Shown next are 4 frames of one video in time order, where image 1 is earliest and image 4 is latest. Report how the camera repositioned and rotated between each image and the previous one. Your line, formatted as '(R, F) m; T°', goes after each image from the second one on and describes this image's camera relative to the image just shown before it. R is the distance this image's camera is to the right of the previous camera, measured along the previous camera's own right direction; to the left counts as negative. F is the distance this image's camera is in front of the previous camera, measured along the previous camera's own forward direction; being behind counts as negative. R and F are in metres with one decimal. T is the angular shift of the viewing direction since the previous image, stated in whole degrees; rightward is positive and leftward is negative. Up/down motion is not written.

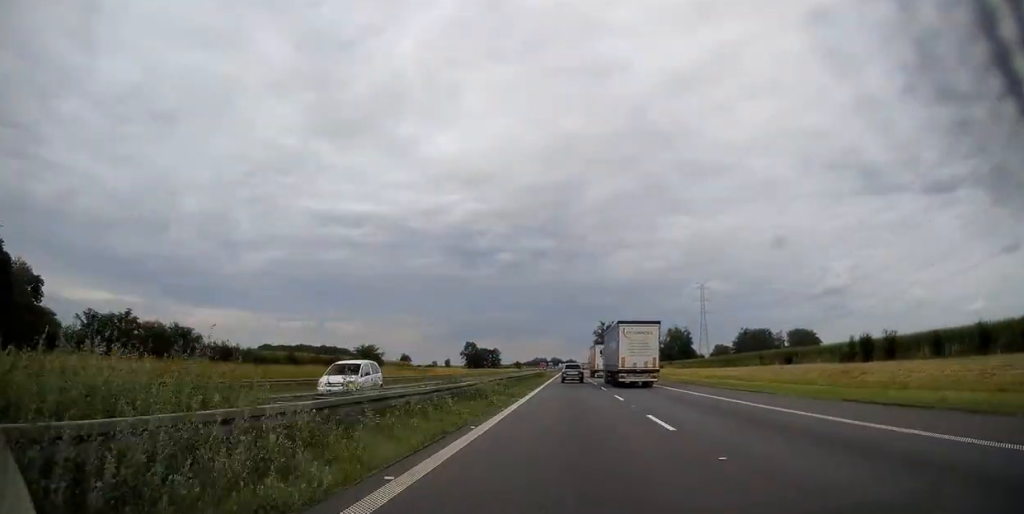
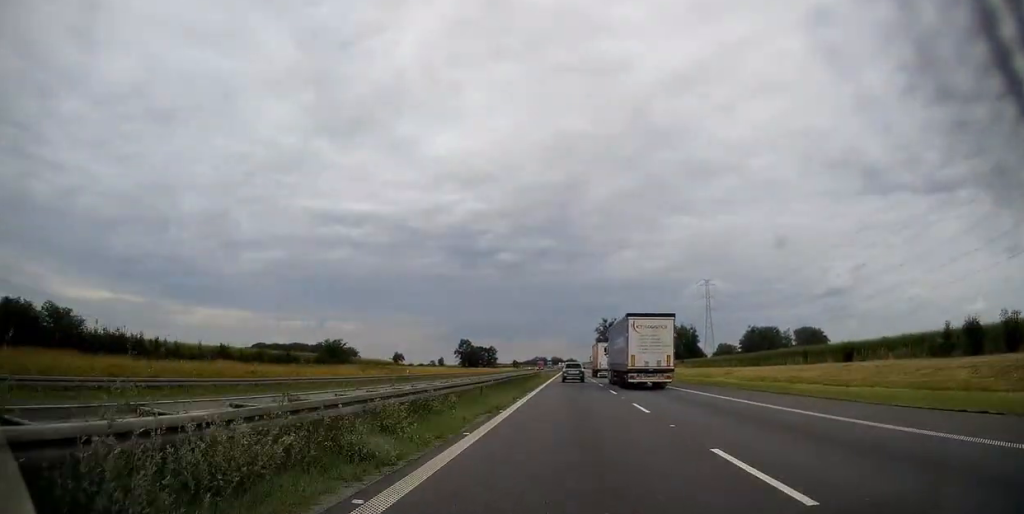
(-0.2, +19.1) m; 0°
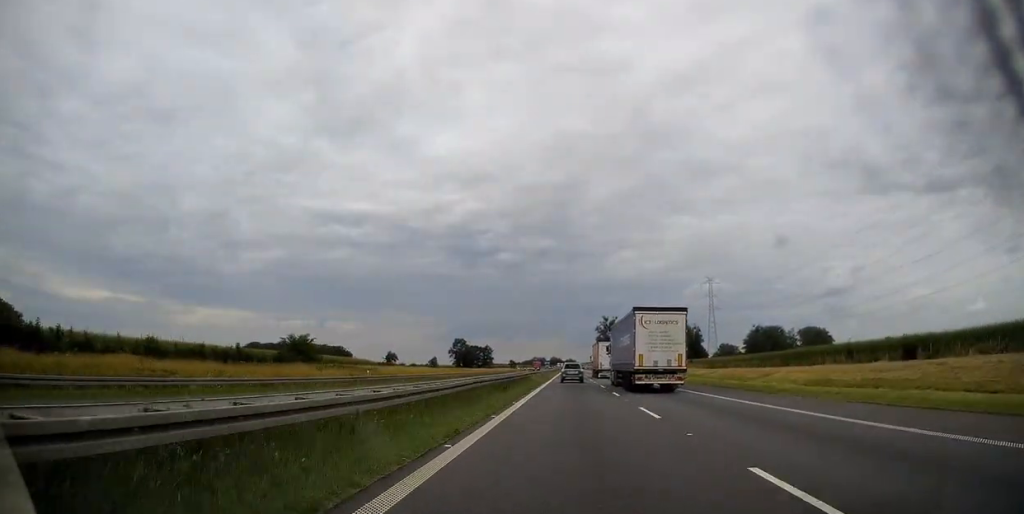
(+0.1, +13.9) m; 0°
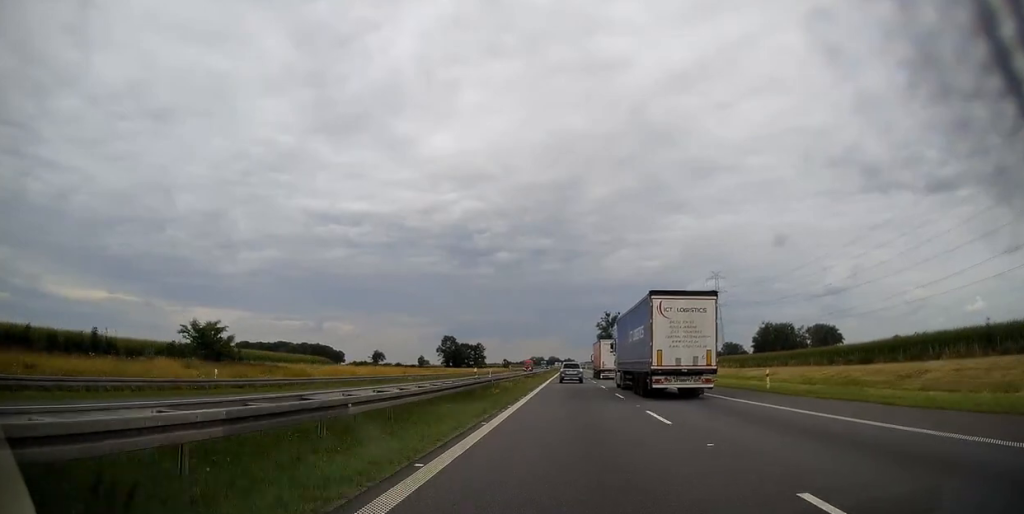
(+0.2, +25.6) m; 0°
